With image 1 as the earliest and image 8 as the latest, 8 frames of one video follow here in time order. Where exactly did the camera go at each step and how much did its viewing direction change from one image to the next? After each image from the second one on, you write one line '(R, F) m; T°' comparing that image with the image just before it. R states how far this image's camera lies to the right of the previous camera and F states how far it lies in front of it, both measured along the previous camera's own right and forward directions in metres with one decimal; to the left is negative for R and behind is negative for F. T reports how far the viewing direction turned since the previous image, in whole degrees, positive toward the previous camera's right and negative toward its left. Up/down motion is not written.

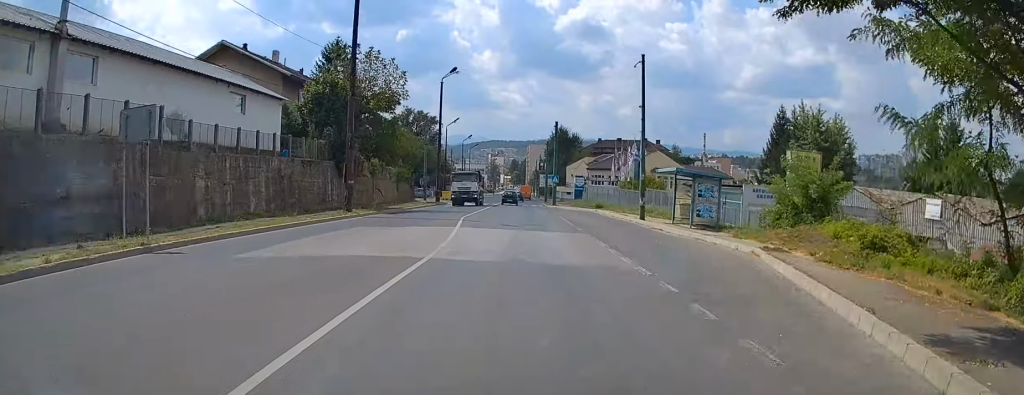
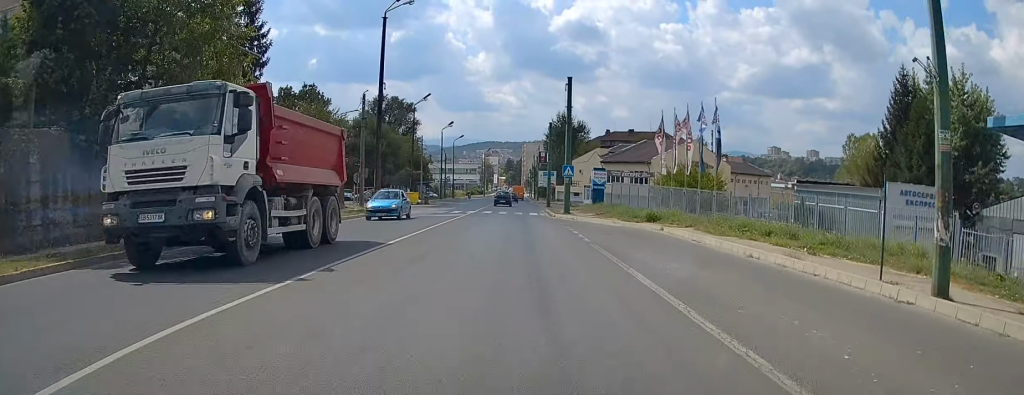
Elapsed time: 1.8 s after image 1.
(+0.4, +26.7) m; +1°
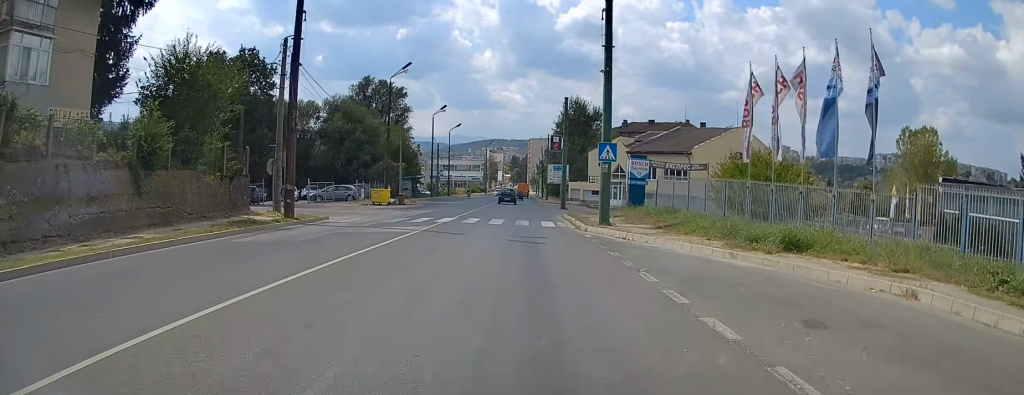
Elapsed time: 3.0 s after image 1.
(-0.2, +17.1) m; 0°
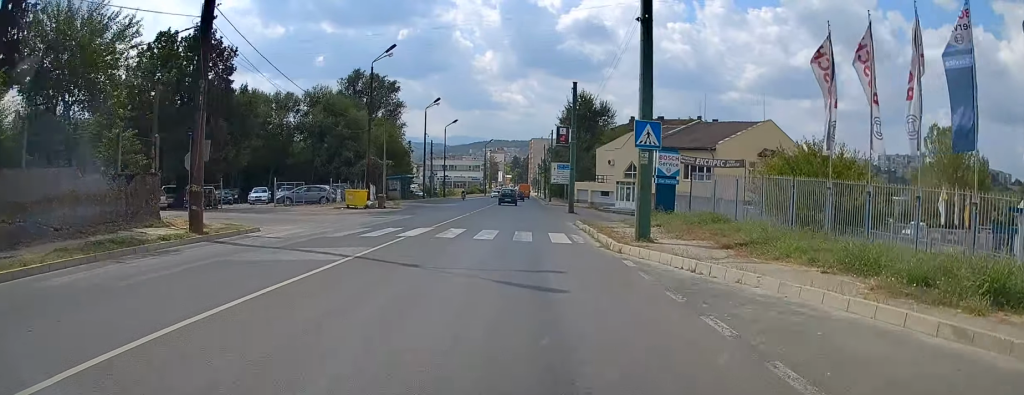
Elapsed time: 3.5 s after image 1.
(+0.1, +7.8) m; 0°
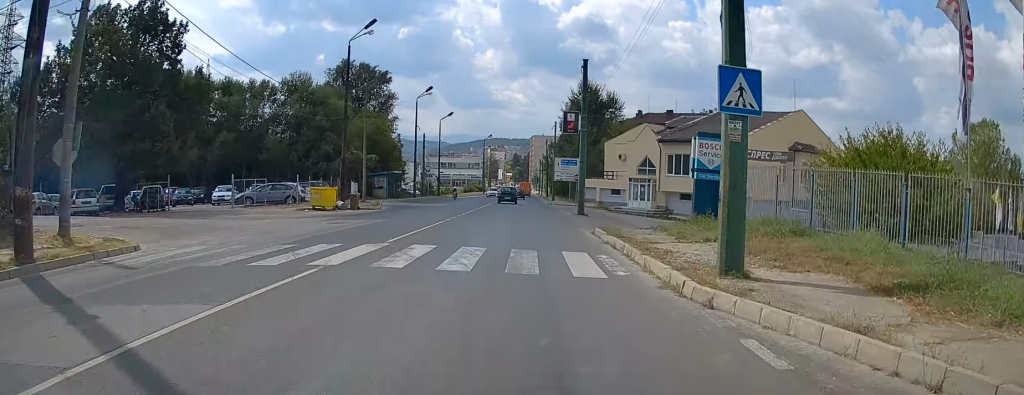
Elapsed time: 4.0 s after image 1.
(0.0, +7.4) m; -1°
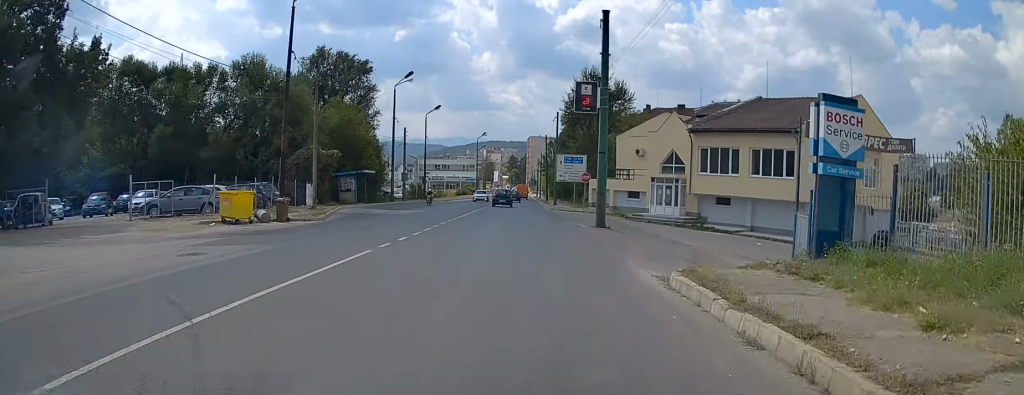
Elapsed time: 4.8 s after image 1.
(-0.1, +11.3) m; -1°
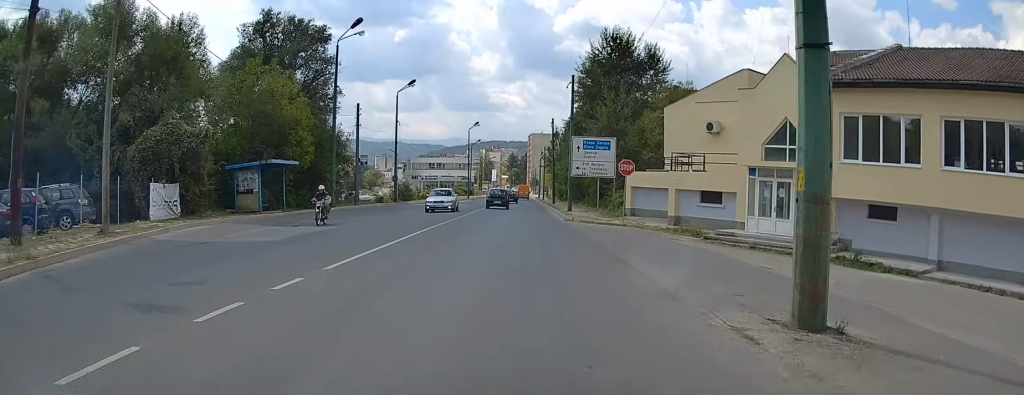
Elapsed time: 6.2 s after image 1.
(-0.1, +20.5) m; +1°
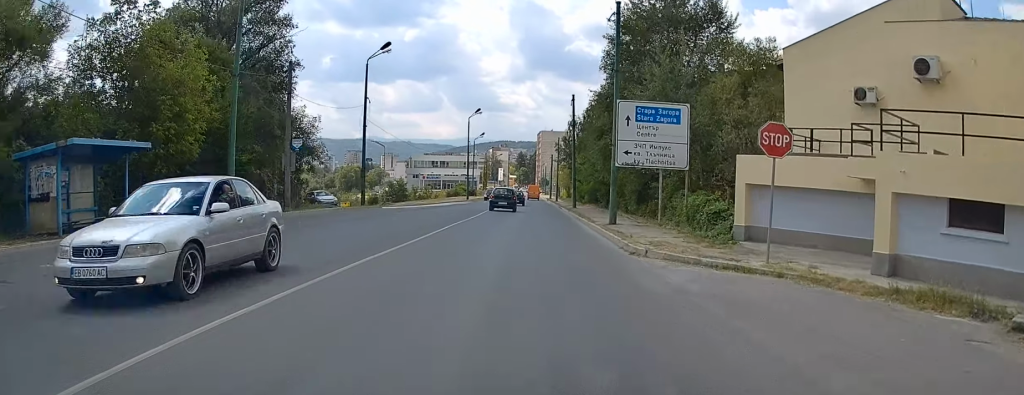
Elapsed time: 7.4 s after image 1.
(+0.2, +17.2) m; 0°
